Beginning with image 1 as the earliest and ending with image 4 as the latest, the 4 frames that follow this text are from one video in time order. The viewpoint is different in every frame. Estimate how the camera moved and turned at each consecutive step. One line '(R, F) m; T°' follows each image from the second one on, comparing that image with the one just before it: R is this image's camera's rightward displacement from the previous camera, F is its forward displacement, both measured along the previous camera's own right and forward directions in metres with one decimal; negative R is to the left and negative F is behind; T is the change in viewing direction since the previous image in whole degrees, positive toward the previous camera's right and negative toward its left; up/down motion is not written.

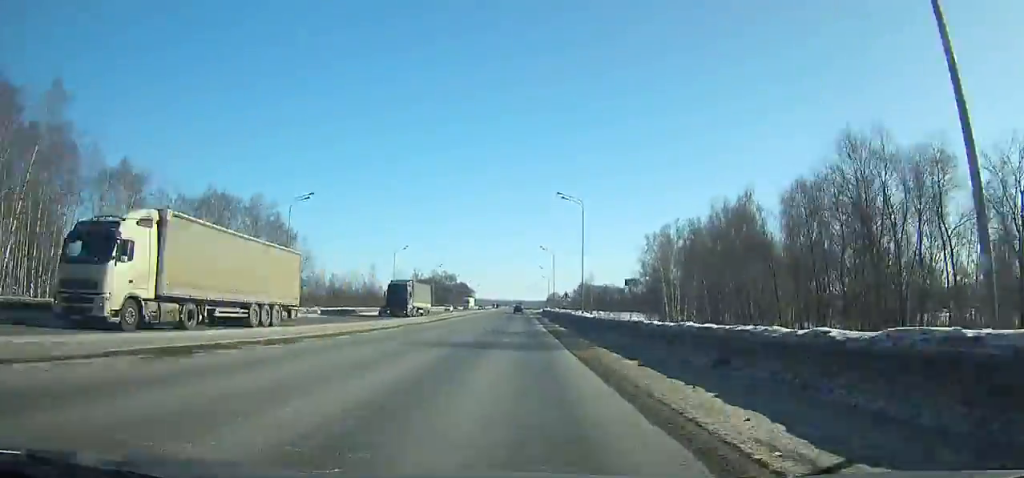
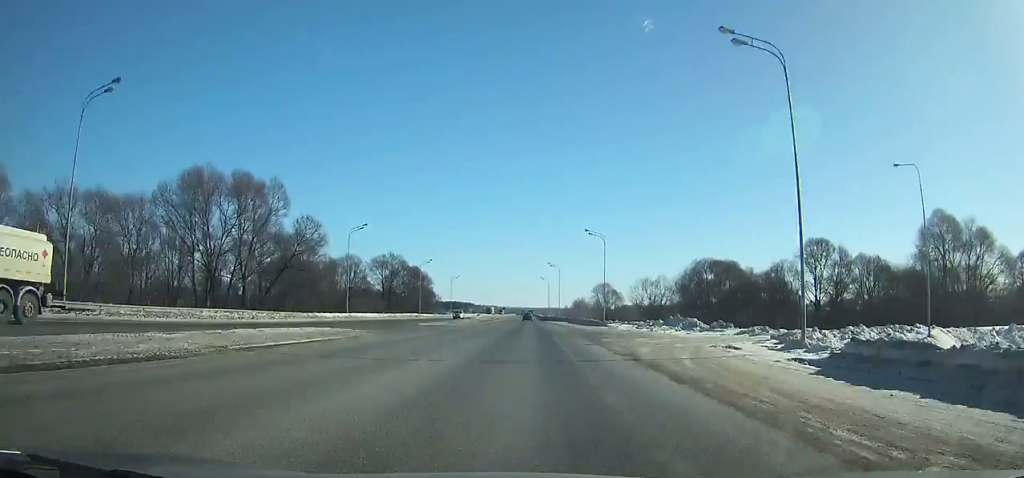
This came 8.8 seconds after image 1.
(-2.1, +181.3) m; -1°
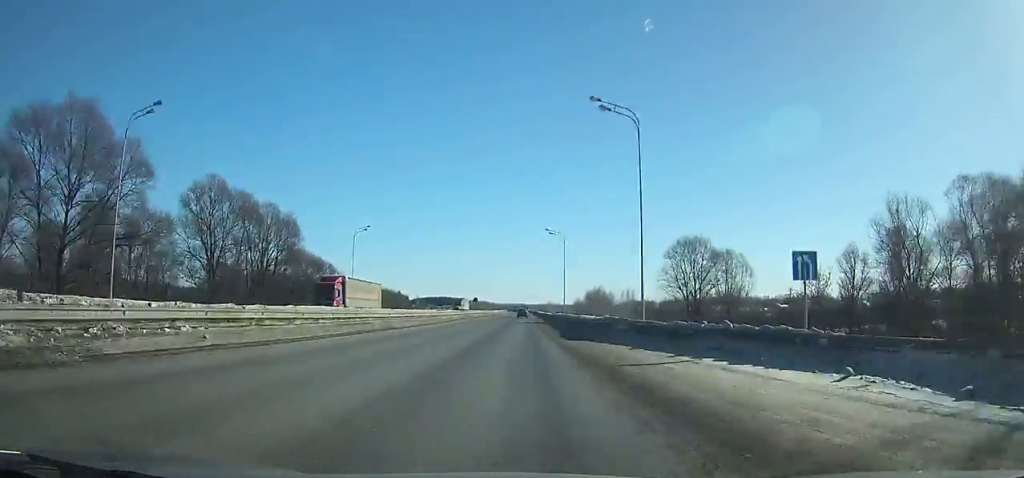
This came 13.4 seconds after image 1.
(0.0, +94.2) m; 0°
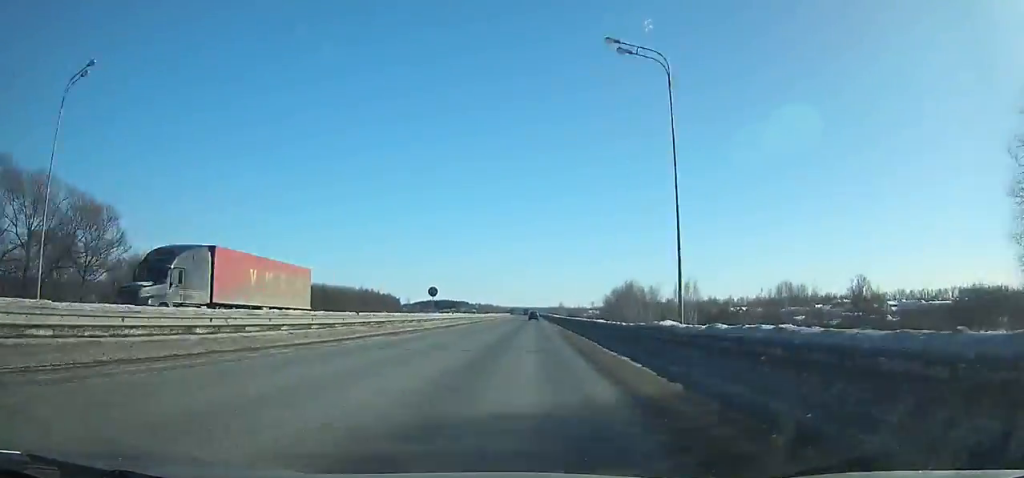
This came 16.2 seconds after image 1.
(+0.2, +57.2) m; 0°
